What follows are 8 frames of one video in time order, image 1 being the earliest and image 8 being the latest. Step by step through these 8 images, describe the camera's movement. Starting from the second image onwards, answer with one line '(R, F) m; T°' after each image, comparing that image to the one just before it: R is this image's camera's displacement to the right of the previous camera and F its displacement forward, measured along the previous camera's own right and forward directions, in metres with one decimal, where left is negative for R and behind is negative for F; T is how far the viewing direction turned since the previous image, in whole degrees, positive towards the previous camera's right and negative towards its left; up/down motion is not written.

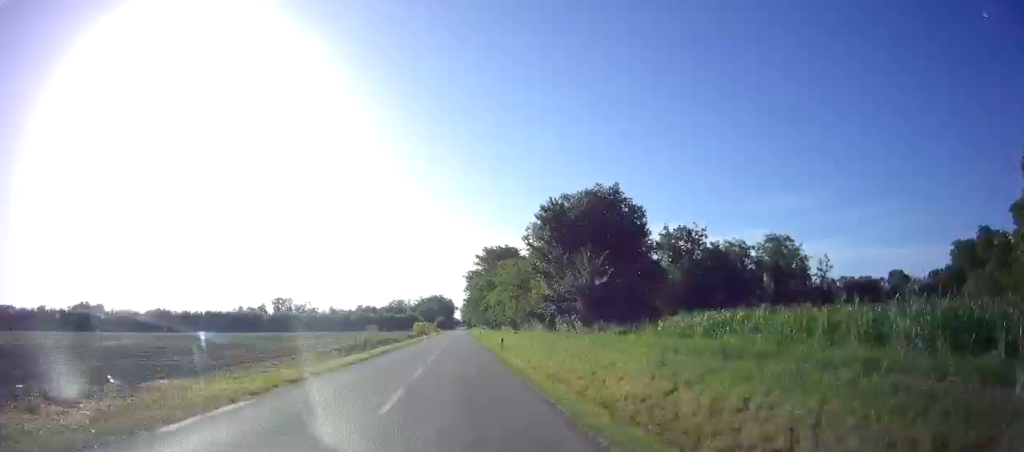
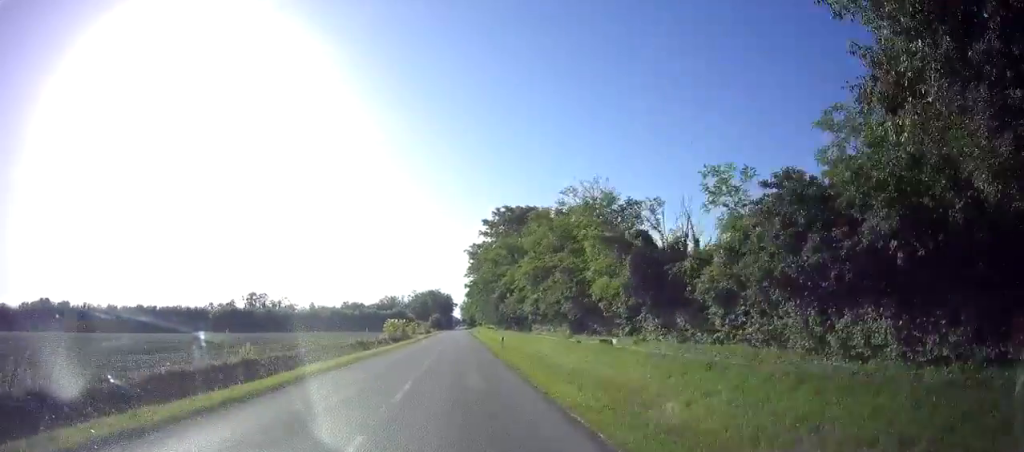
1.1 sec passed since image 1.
(-0.3, +35.4) m; 0°
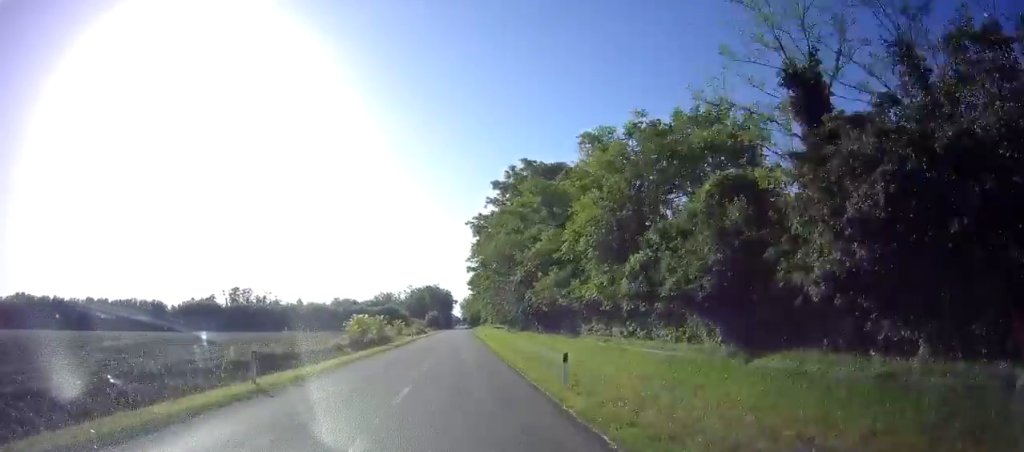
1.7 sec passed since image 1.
(+0.3, +18.4) m; 0°
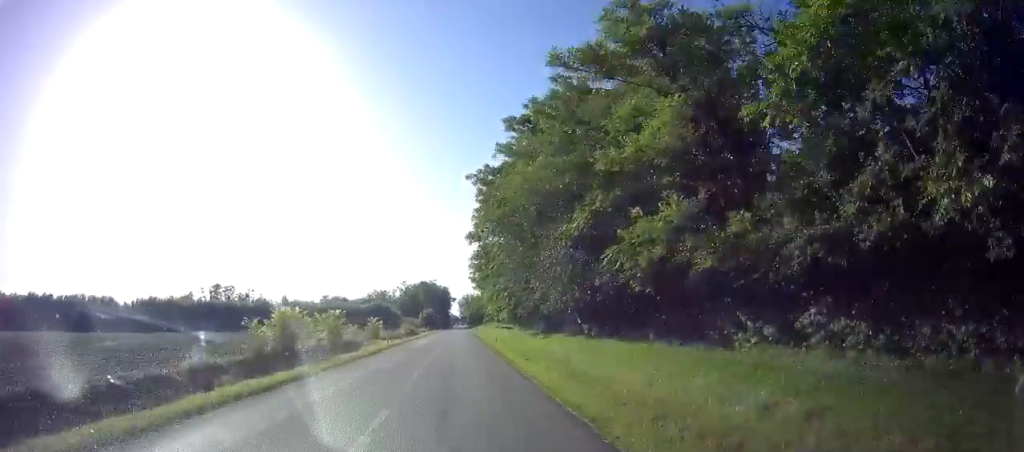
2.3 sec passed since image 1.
(+0.1, +16.3) m; 0°
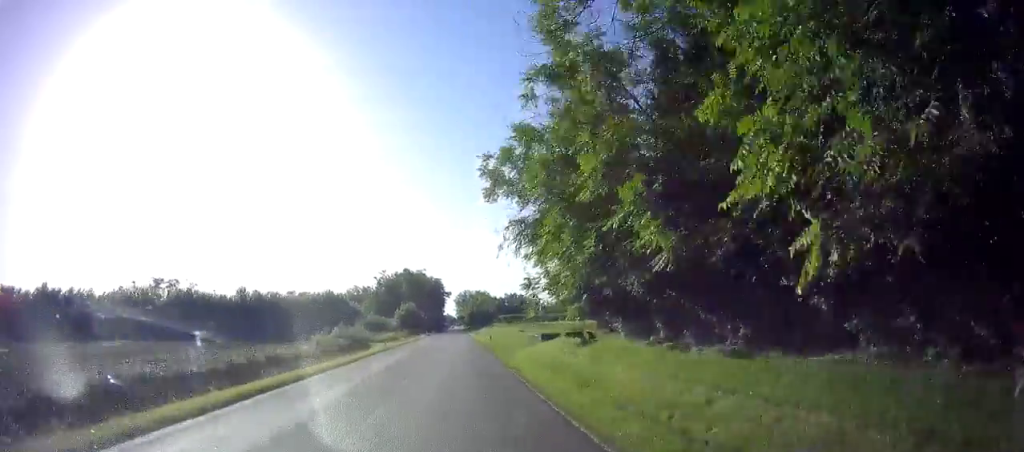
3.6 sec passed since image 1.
(-0.2, +39.7) m; 0°
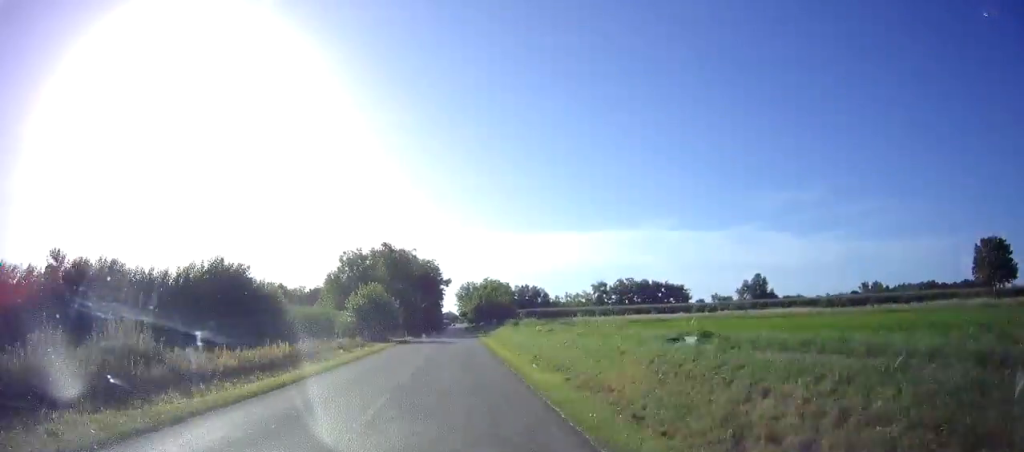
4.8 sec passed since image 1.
(+0.2, +35.9) m; 0°
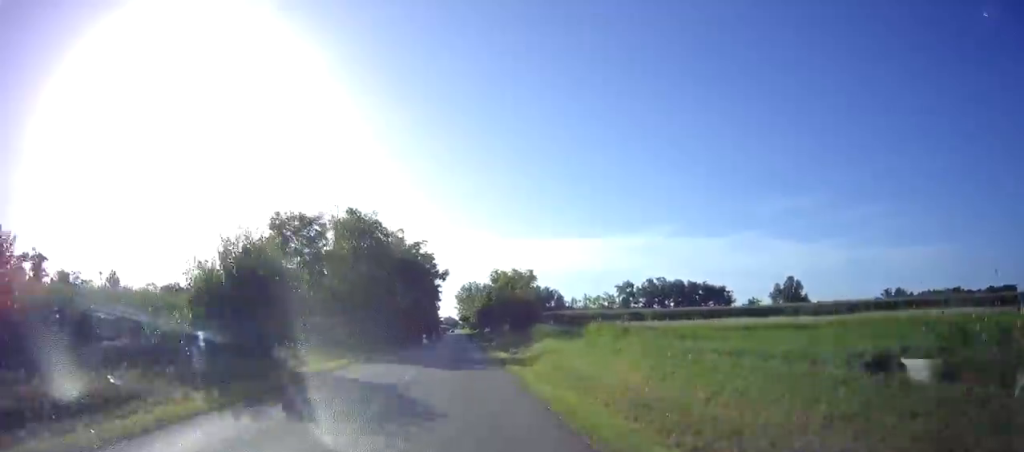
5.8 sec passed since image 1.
(-0.2, +27.5) m; 0°
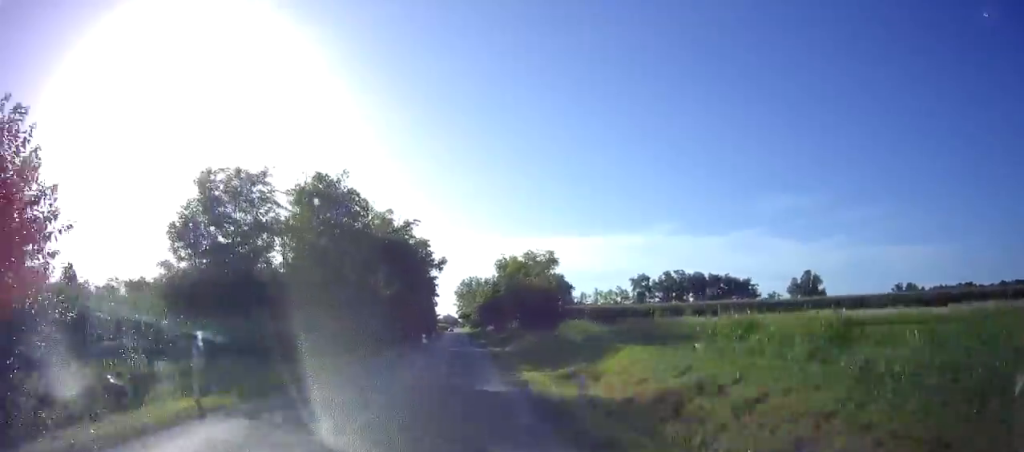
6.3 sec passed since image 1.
(-0.1, +13.1) m; 0°
